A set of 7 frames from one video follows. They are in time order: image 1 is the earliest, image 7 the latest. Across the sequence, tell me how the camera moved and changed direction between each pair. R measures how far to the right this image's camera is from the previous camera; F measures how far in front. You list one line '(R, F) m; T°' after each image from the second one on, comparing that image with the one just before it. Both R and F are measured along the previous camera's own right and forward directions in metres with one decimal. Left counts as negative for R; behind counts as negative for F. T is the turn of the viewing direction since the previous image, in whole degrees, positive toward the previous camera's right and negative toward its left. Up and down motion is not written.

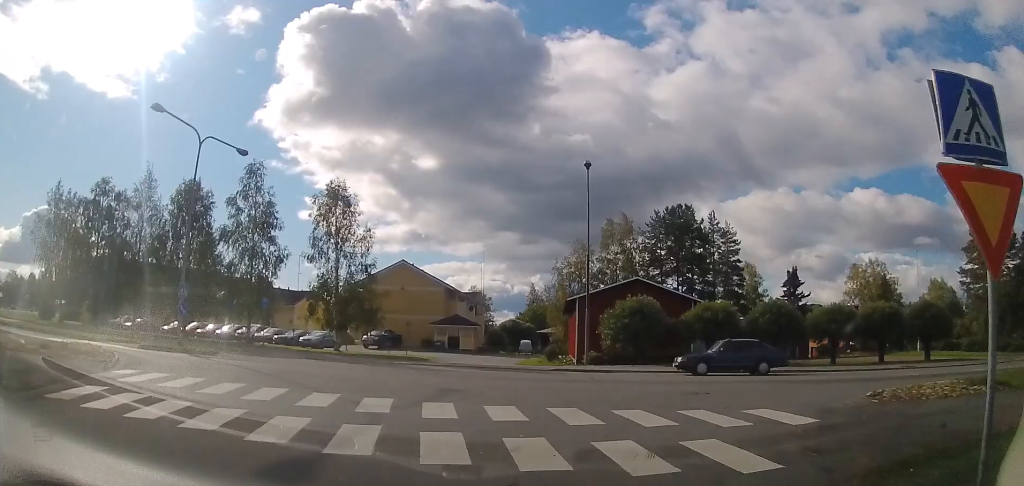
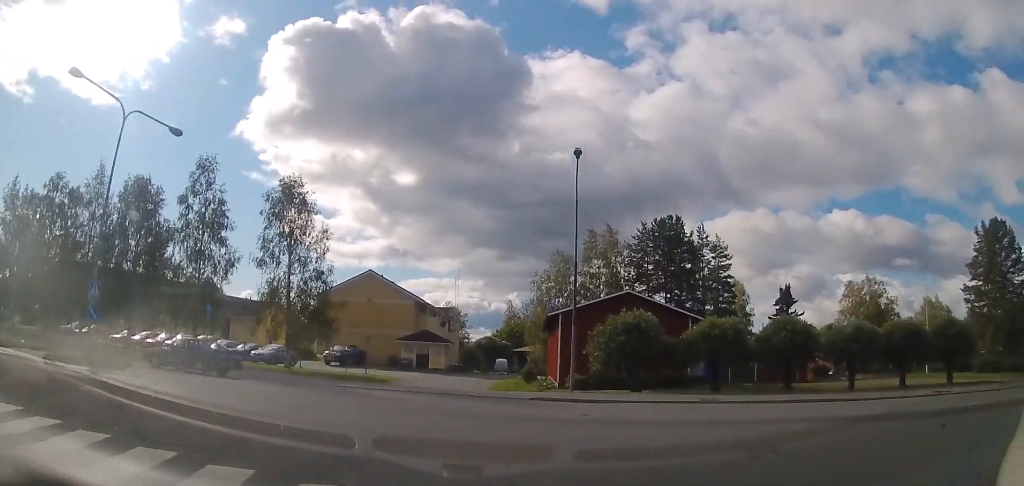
(+0.1, +4.7) m; -5°
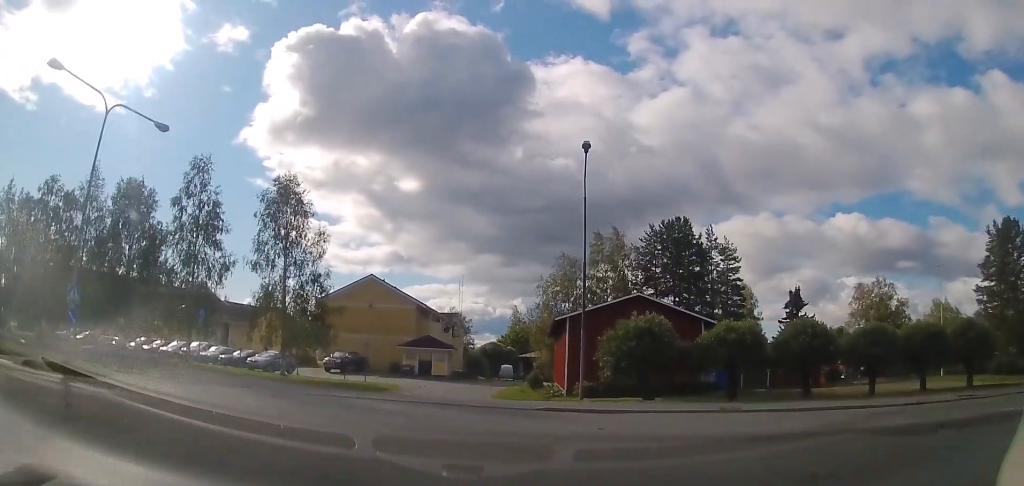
(0.0, +1.2) m; -4°
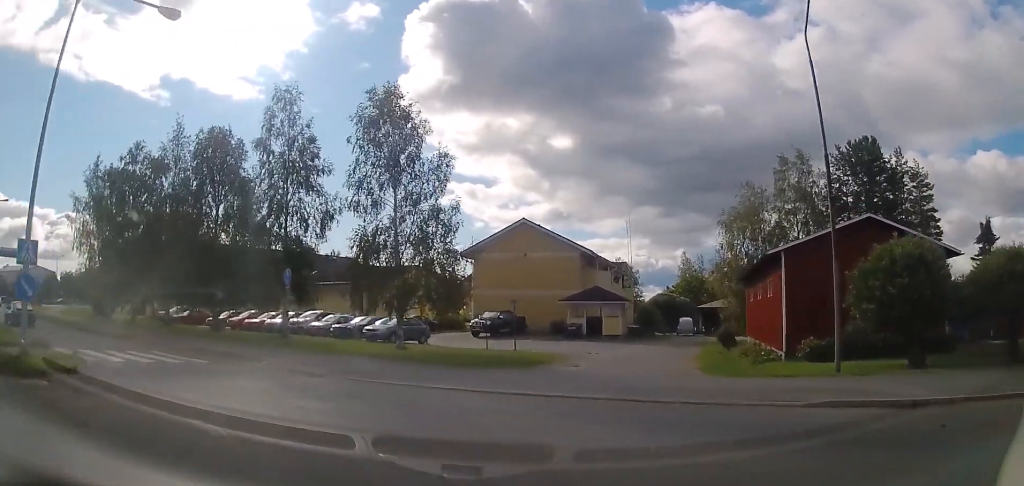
(-1.3, +7.8) m; -14°
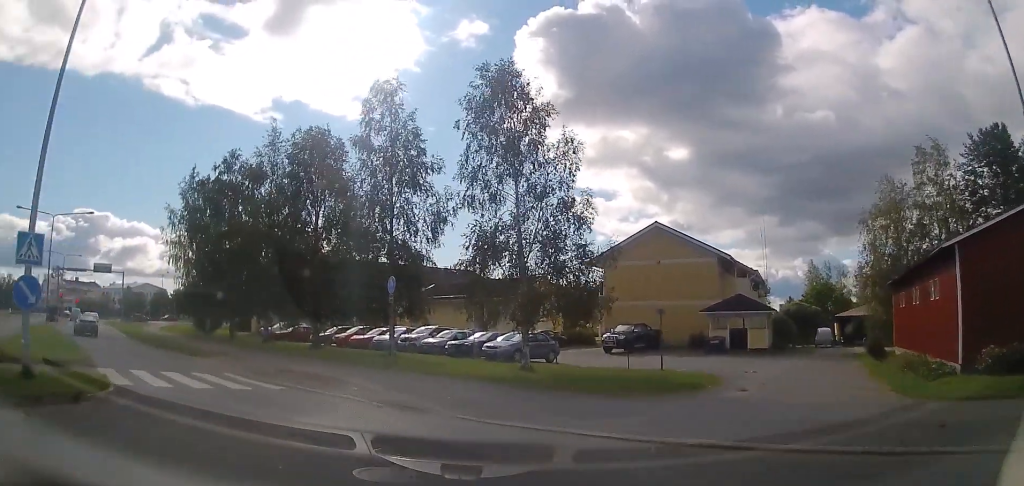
(-0.1, +3.6) m; -9°
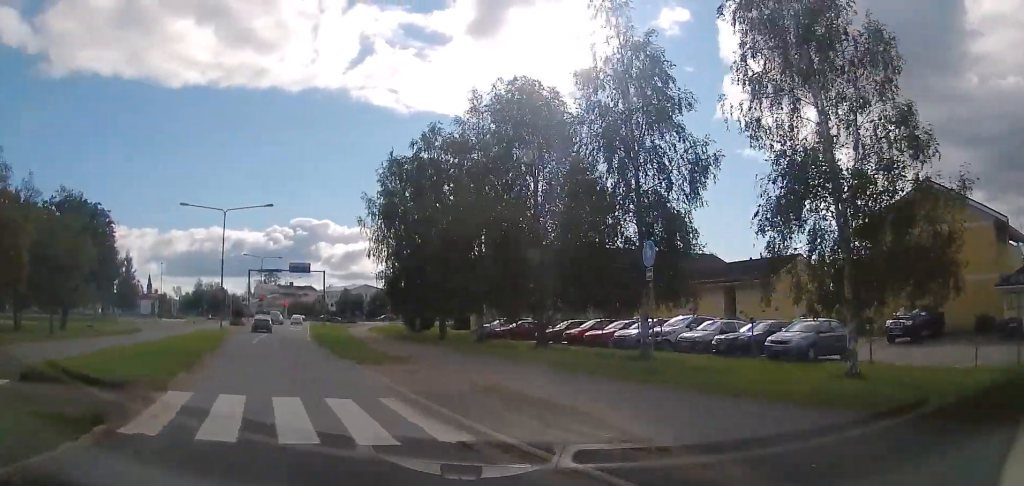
(-1.5, +7.0) m; -21°
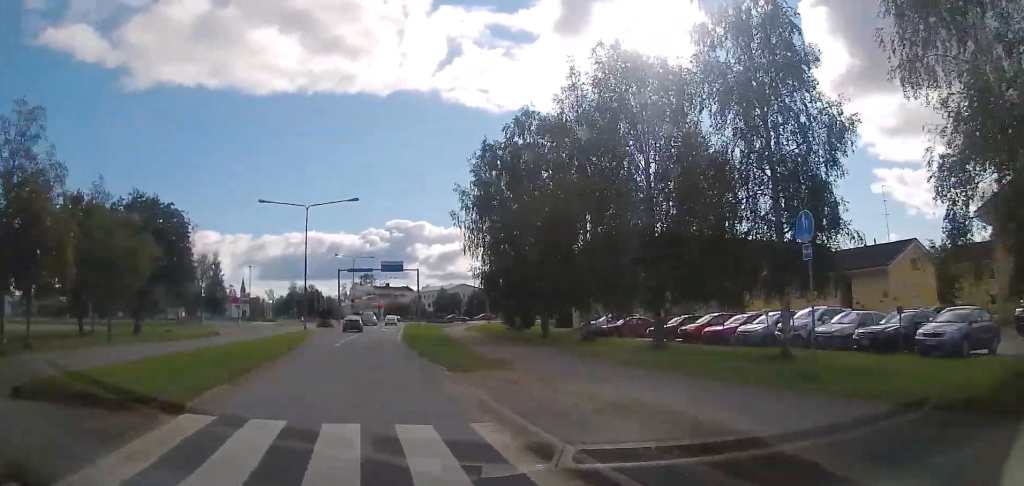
(-0.1, +3.3) m; -5°
